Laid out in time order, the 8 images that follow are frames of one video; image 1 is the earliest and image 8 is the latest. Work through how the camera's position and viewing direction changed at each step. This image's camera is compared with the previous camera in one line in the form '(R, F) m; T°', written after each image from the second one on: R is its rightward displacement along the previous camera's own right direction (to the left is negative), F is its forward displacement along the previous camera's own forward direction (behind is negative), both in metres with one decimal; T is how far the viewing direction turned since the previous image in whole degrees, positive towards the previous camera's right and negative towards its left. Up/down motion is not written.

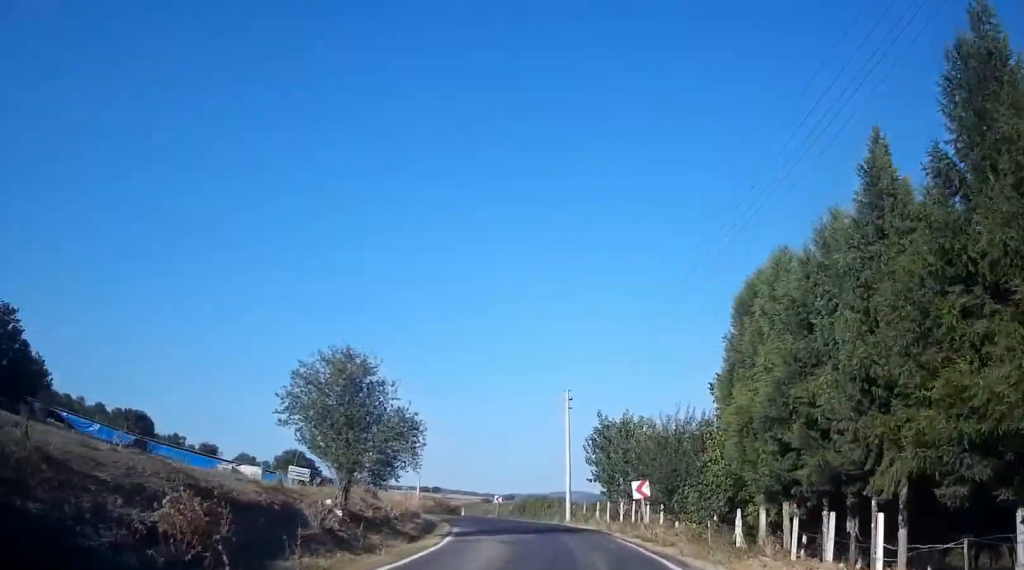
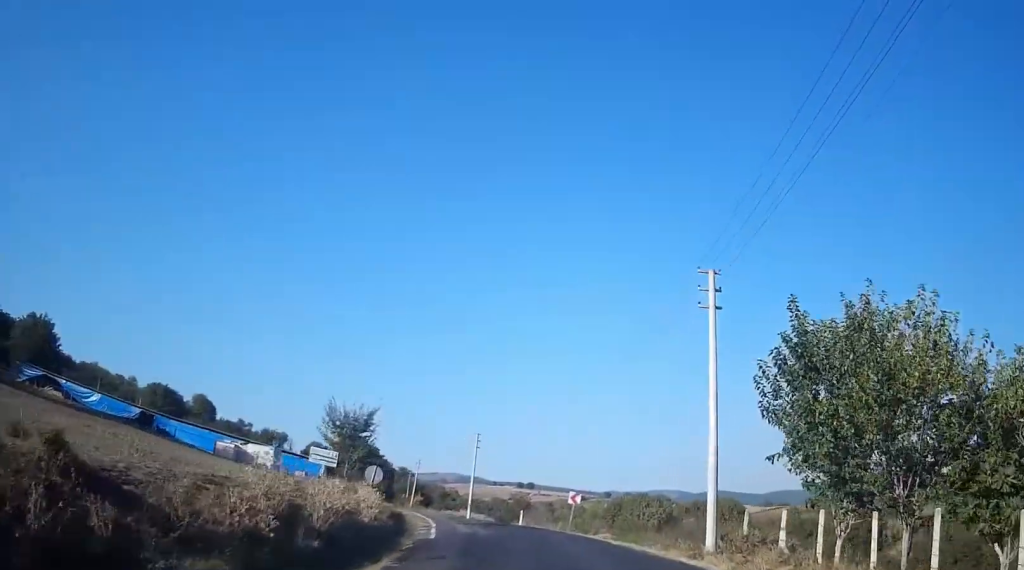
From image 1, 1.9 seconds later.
(+0.1, +18.5) m; -2°
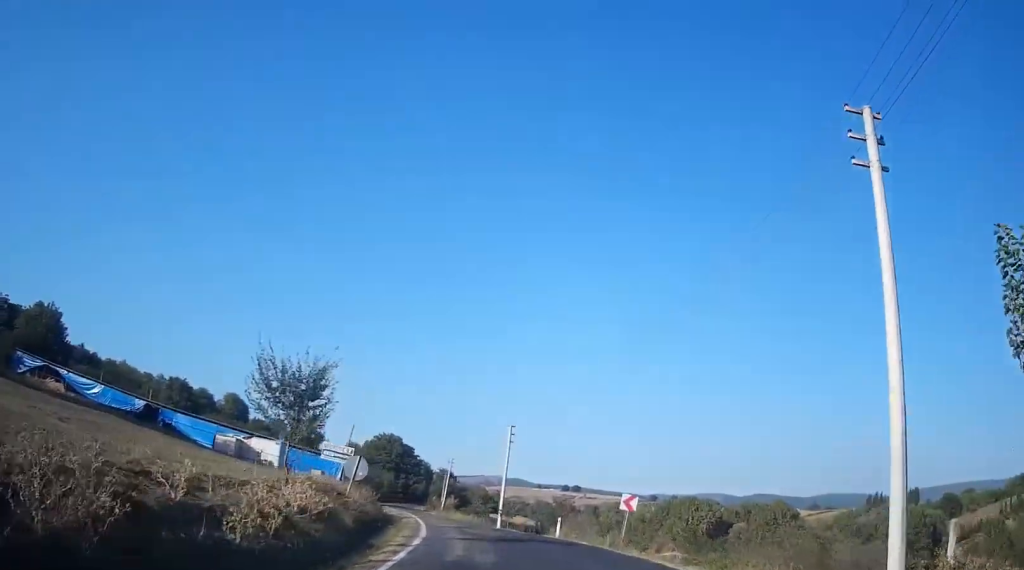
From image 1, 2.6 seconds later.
(-0.6, +7.8) m; -13°
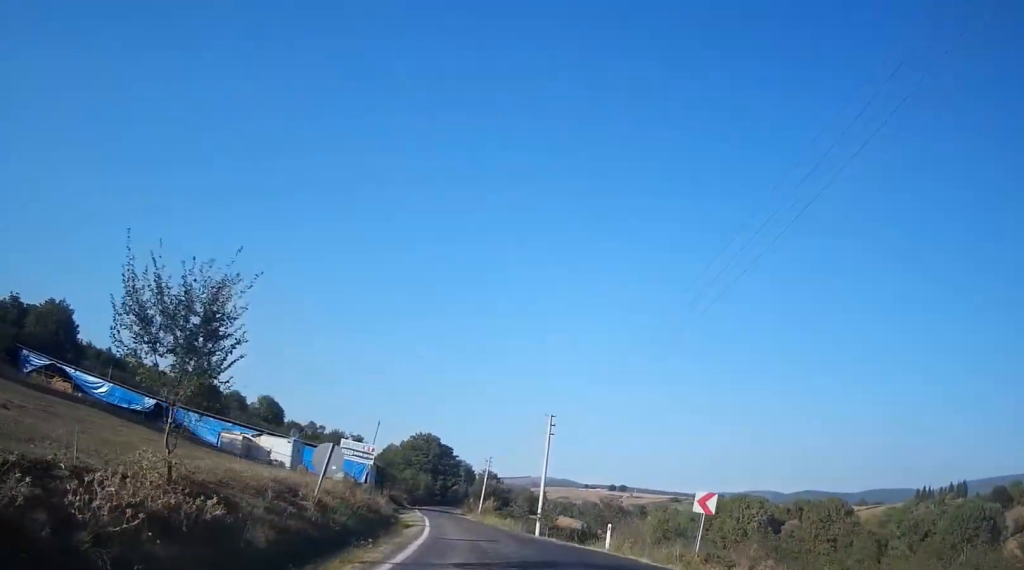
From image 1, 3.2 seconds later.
(-0.9, +5.9) m; -4°
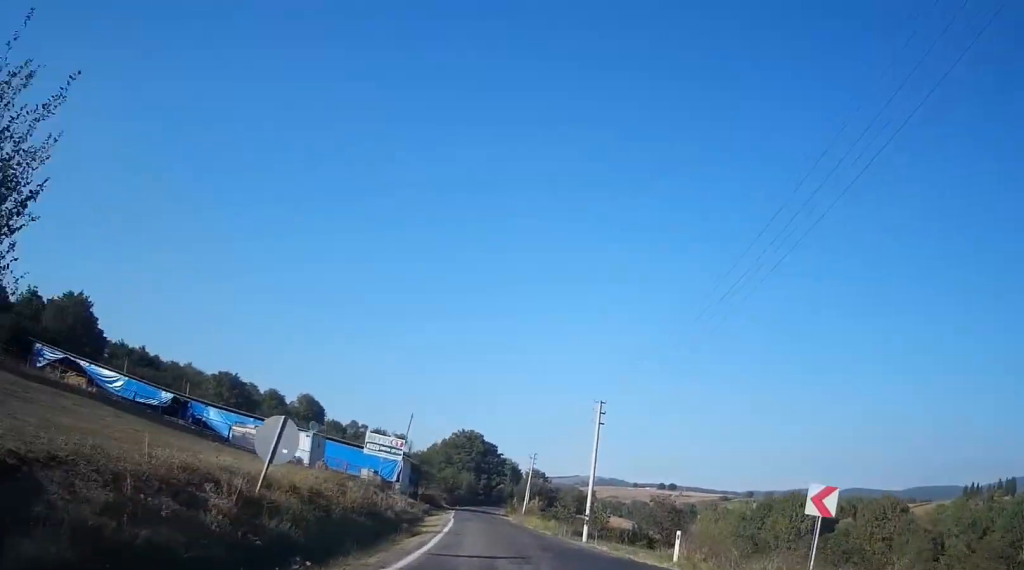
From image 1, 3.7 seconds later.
(-0.7, +4.8) m; -3°
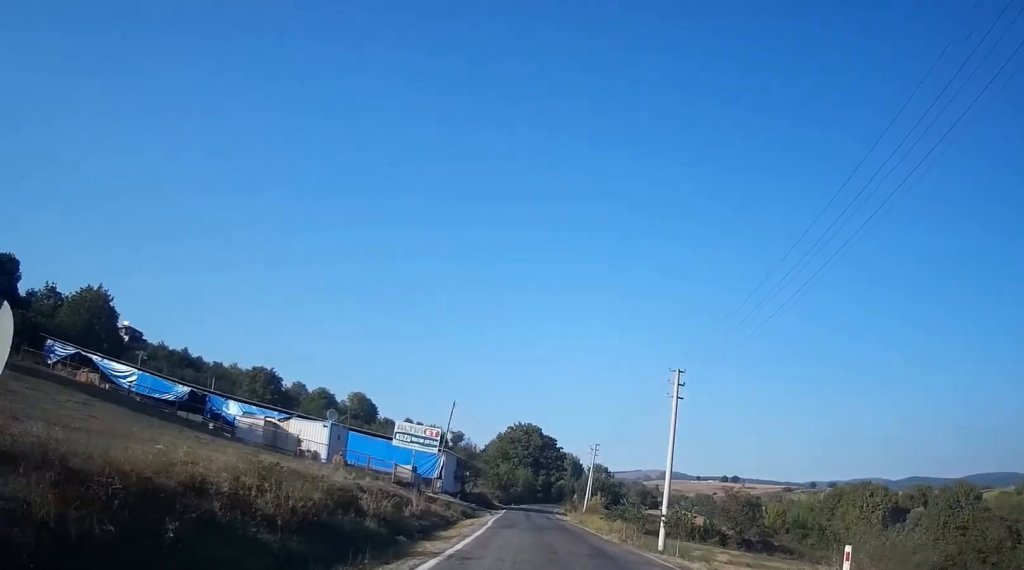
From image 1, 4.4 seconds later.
(+0.6, +7.1) m; +3°
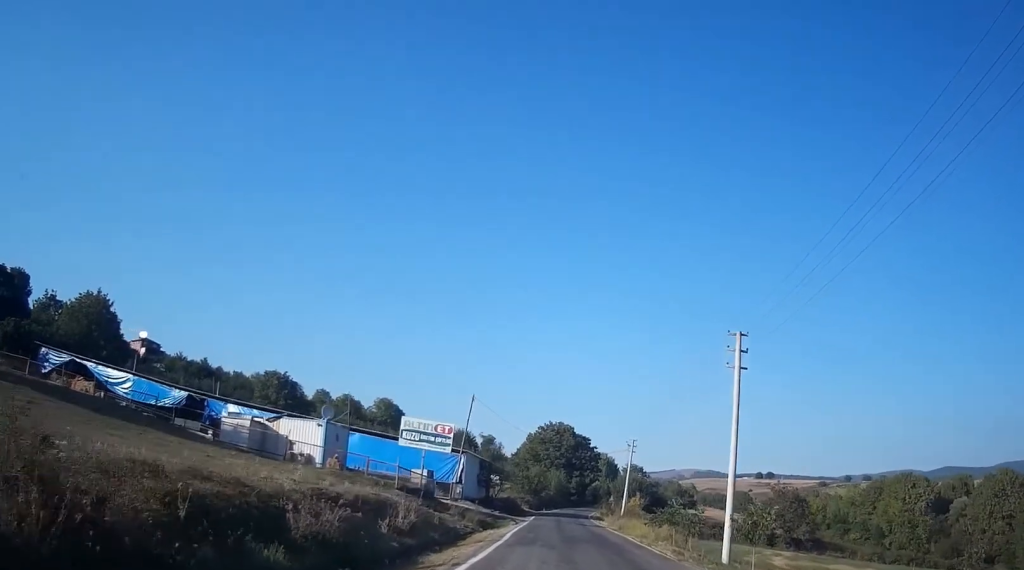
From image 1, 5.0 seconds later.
(+0.1, +5.4) m; +2°
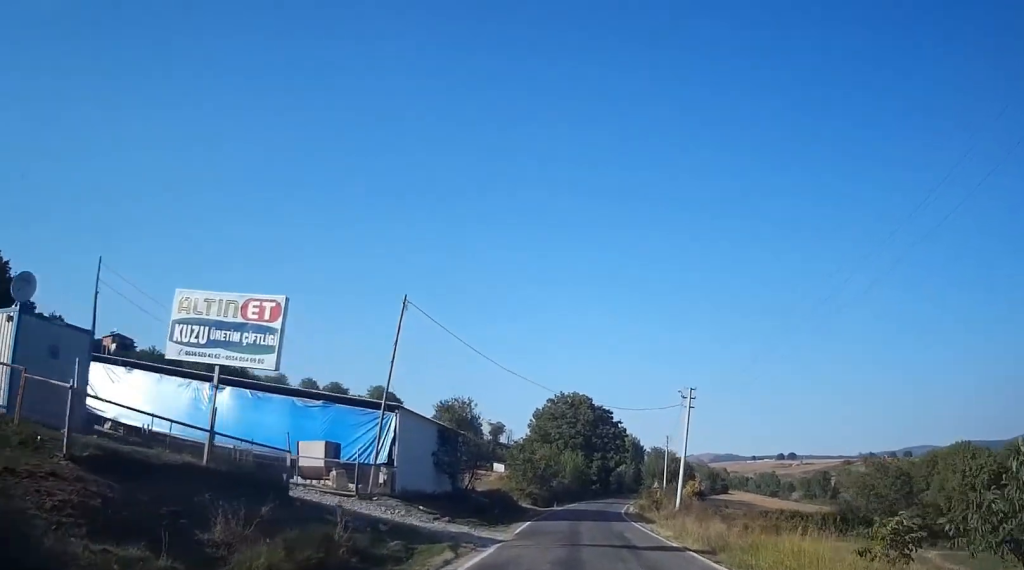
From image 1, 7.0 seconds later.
(+0.4, +20.4) m; +5°
